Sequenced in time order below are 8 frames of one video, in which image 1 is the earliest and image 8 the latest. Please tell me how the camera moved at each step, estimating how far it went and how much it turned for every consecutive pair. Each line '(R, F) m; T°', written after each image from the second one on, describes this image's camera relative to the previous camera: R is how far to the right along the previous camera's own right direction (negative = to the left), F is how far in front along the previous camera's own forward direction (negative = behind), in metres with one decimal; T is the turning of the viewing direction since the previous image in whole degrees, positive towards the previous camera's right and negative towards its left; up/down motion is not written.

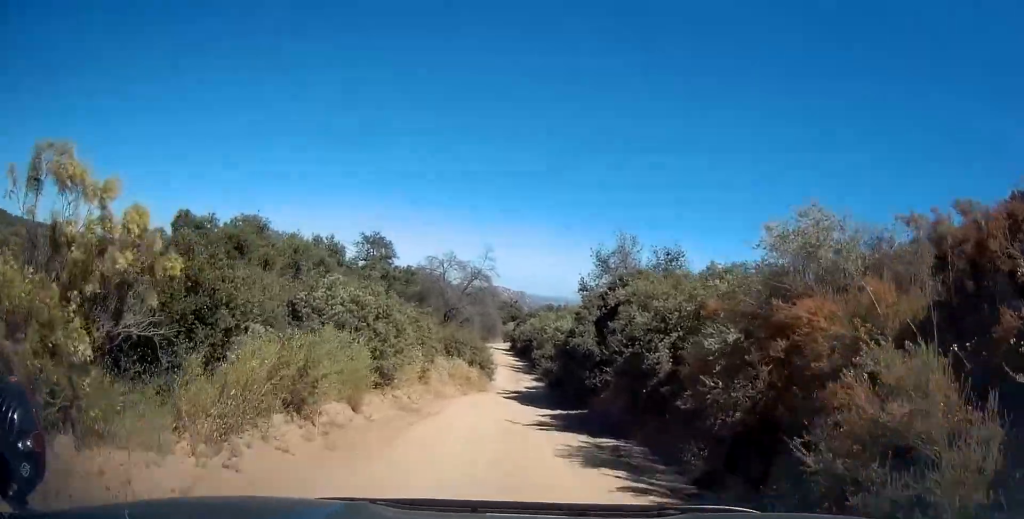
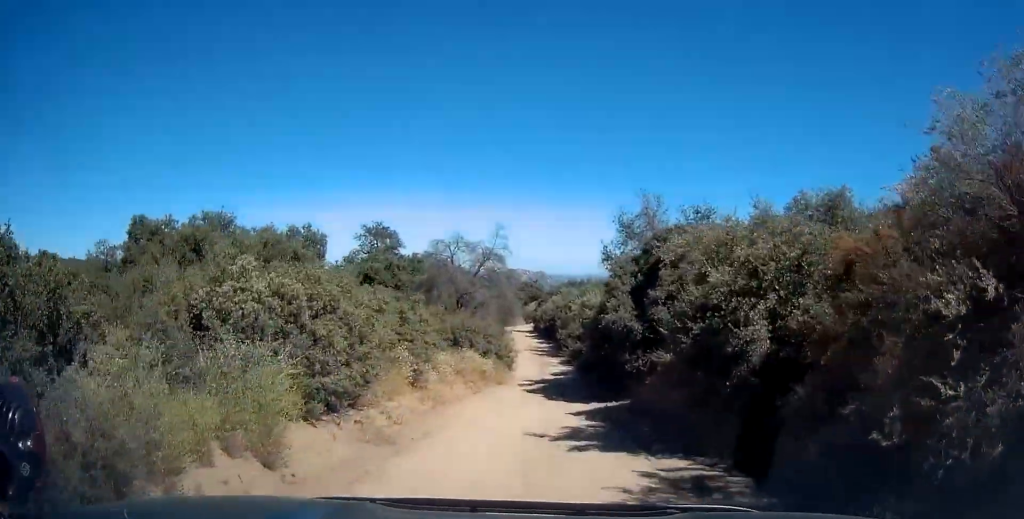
(-0.1, +4.6) m; -2°
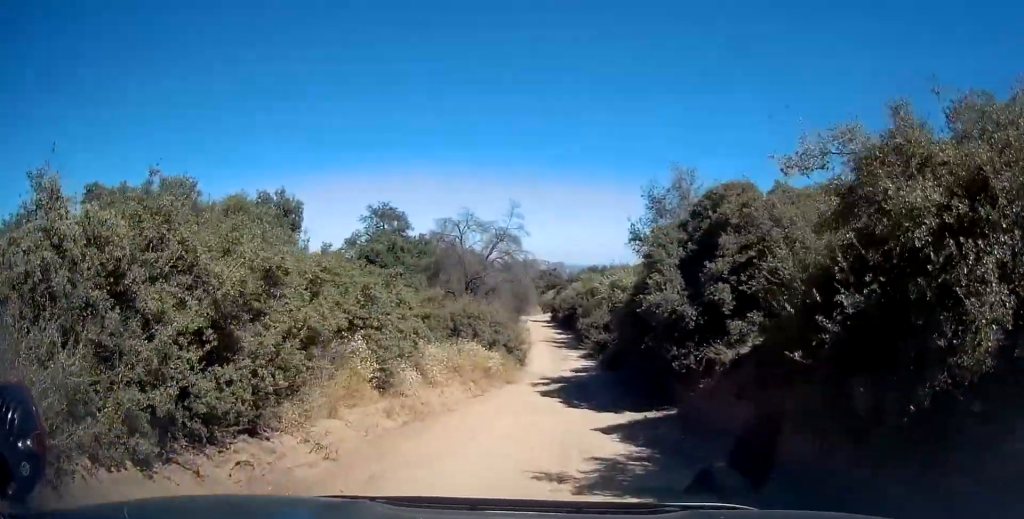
(-0.1, +4.2) m; -2°
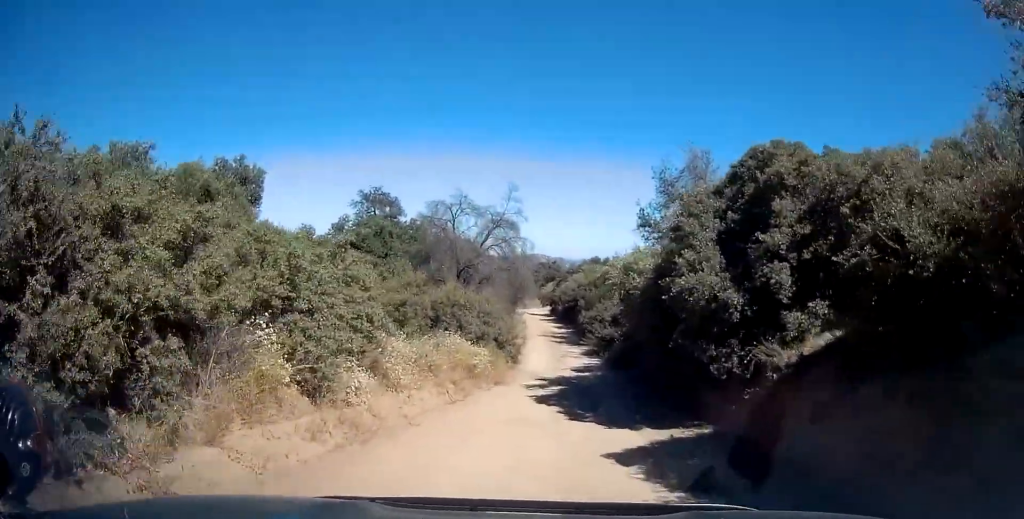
(0.0, +2.9) m; -1°
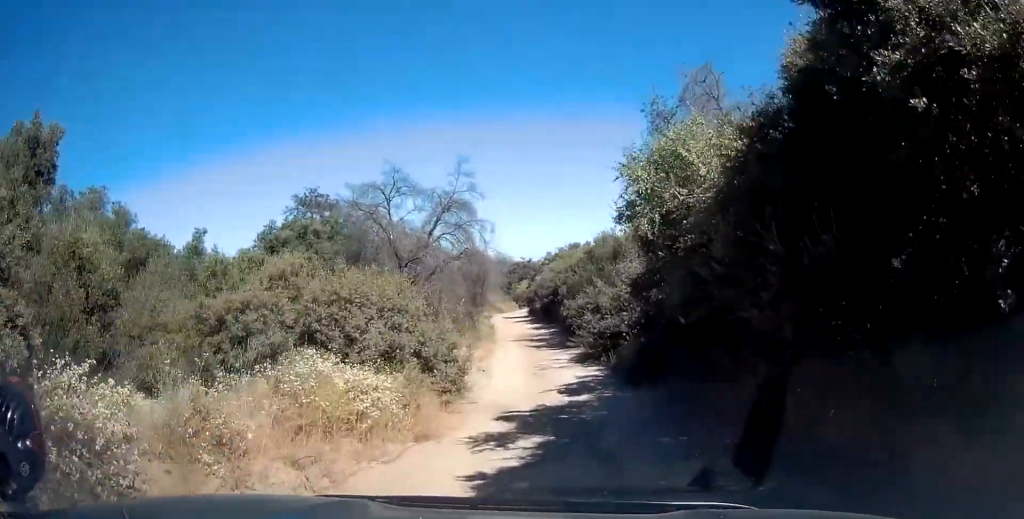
(-0.2, +7.3) m; 0°
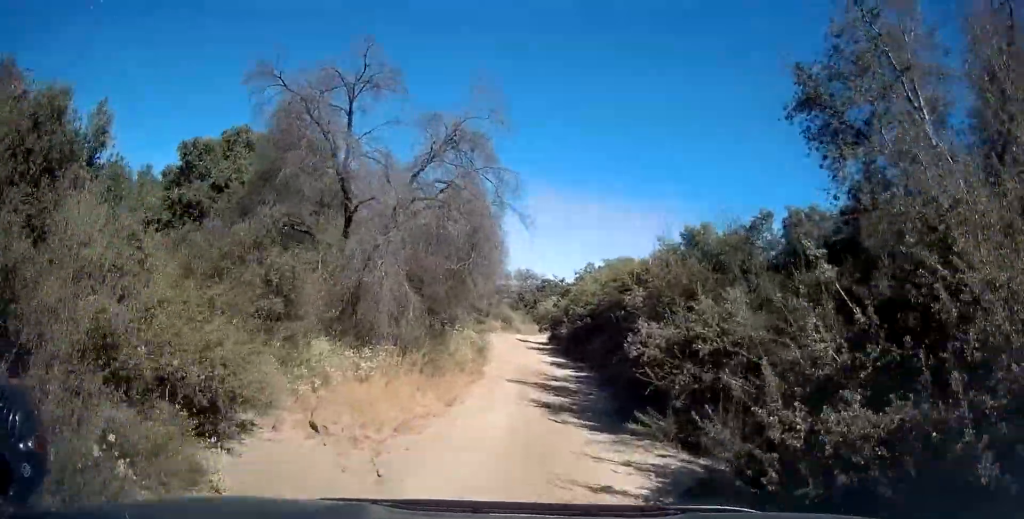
(+0.3, +11.4) m; +1°
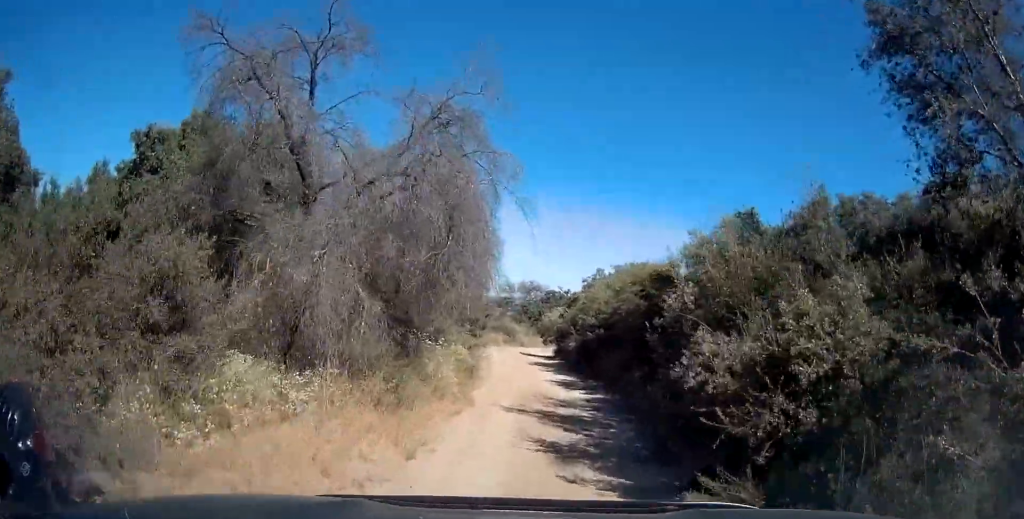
(0.0, +4.2) m; -1°
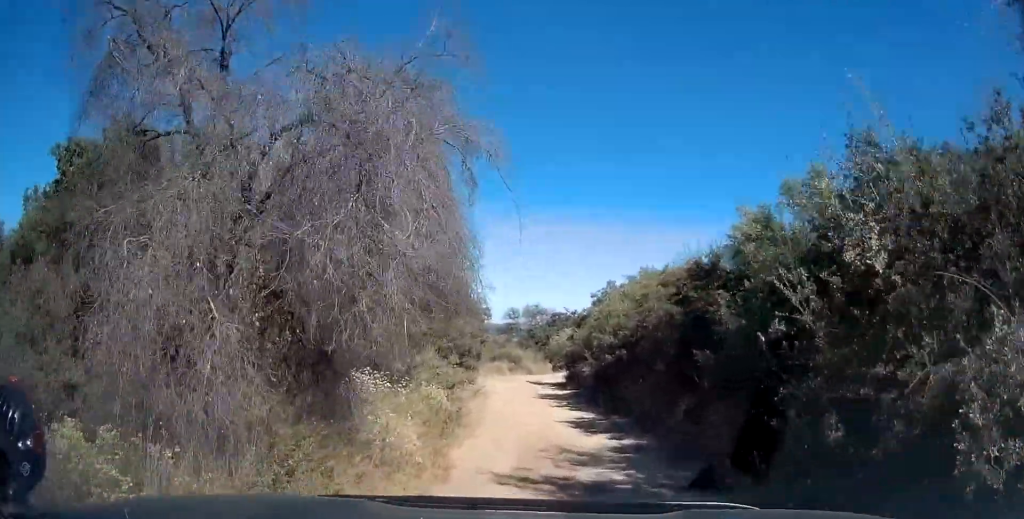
(-0.1, +5.3) m; -2°
